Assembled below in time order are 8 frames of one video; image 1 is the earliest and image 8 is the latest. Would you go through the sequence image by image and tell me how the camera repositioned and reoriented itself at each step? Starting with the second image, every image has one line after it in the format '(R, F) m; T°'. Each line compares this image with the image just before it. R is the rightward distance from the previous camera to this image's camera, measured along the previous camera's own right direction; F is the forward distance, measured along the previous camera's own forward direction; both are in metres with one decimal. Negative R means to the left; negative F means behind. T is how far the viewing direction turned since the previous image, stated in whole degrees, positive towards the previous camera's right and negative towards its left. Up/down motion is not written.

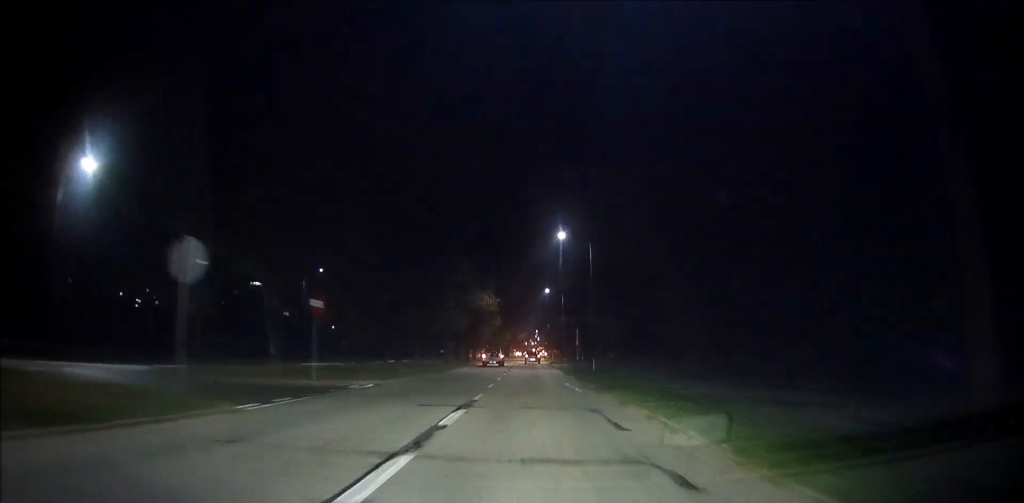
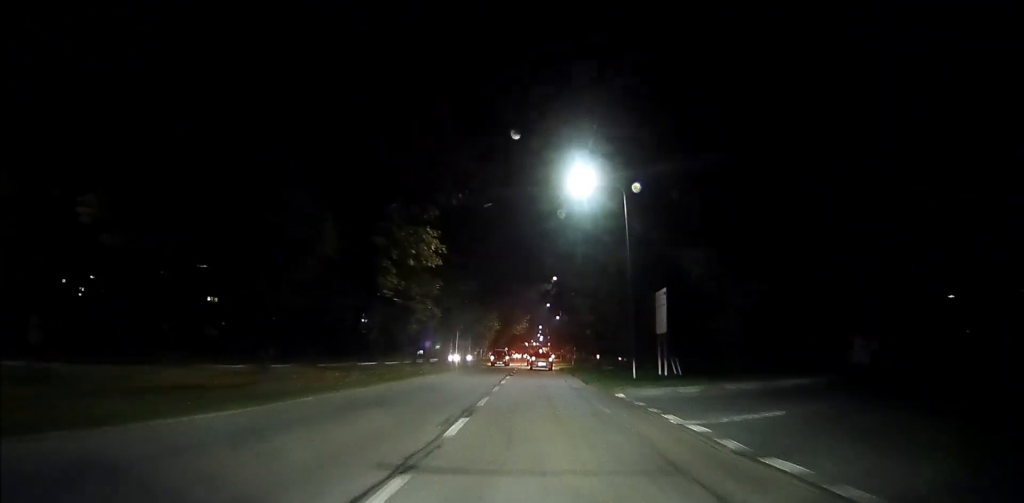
(0.0, +55.4) m; 0°
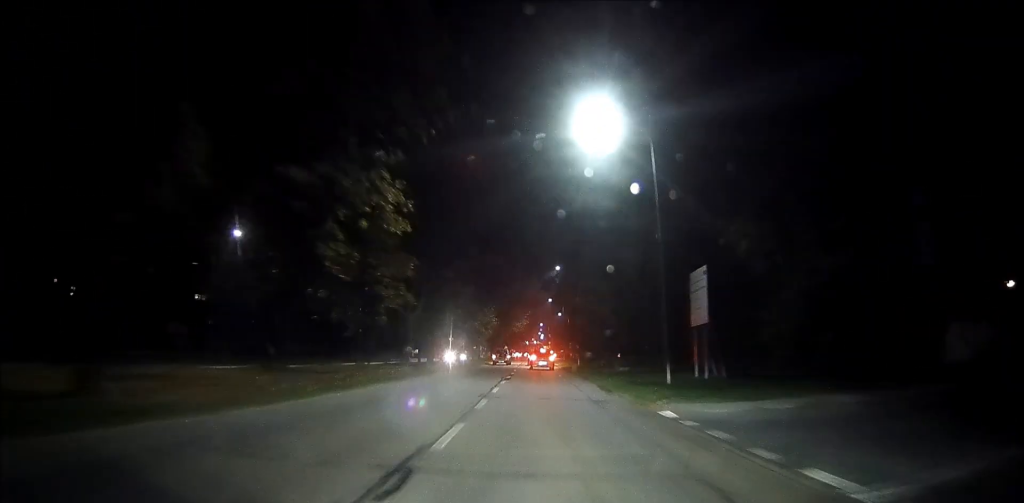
(0.0, +7.3) m; 0°
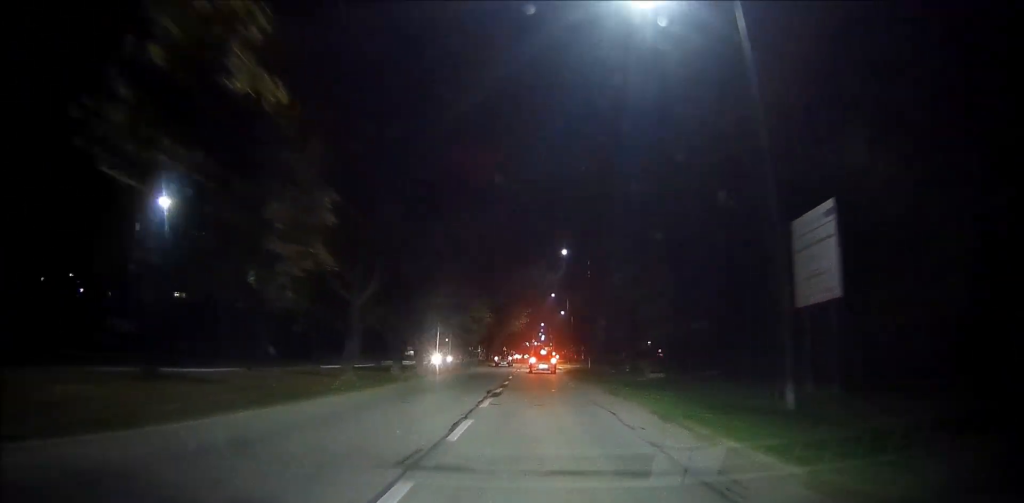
(0.0, +10.8) m; 0°
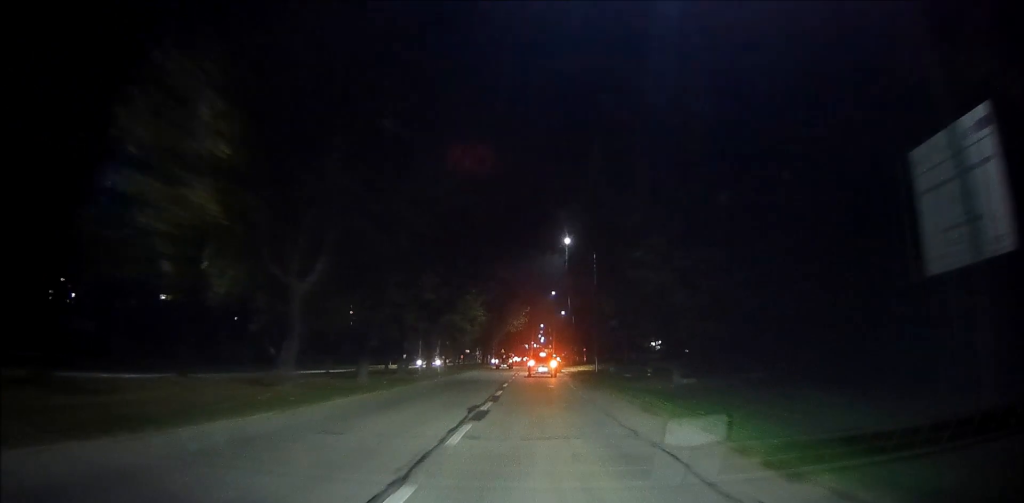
(0.0, +6.0) m; 0°
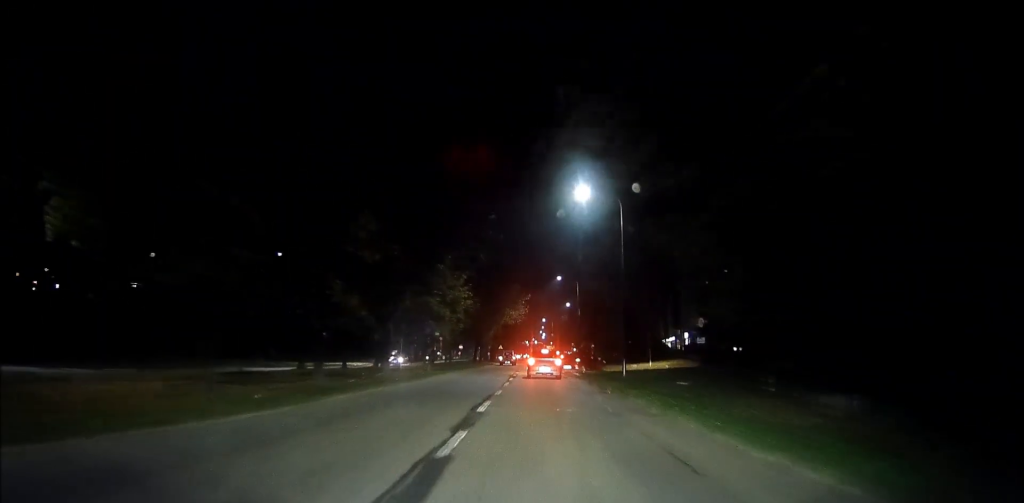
(0.0, +13.3) m; 0°
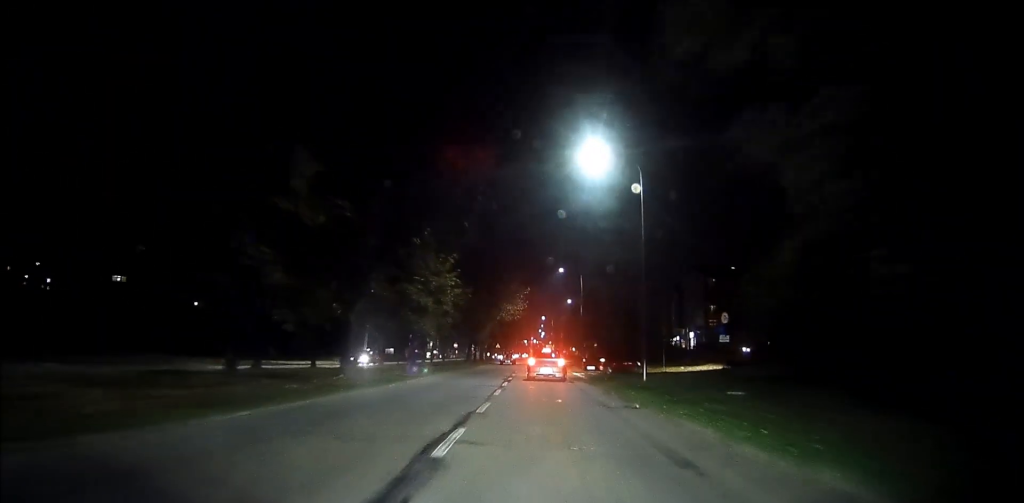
(0.0, +6.5) m; 0°
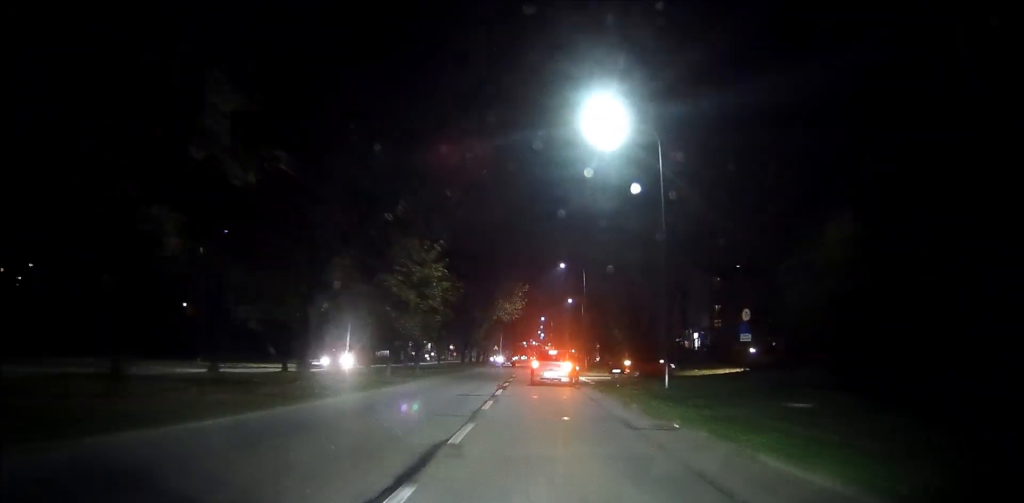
(0.0, +4.9) m; 0°
